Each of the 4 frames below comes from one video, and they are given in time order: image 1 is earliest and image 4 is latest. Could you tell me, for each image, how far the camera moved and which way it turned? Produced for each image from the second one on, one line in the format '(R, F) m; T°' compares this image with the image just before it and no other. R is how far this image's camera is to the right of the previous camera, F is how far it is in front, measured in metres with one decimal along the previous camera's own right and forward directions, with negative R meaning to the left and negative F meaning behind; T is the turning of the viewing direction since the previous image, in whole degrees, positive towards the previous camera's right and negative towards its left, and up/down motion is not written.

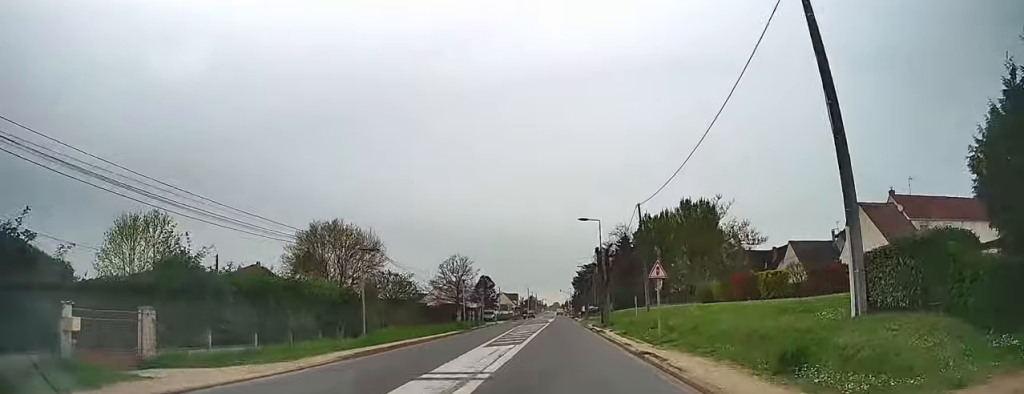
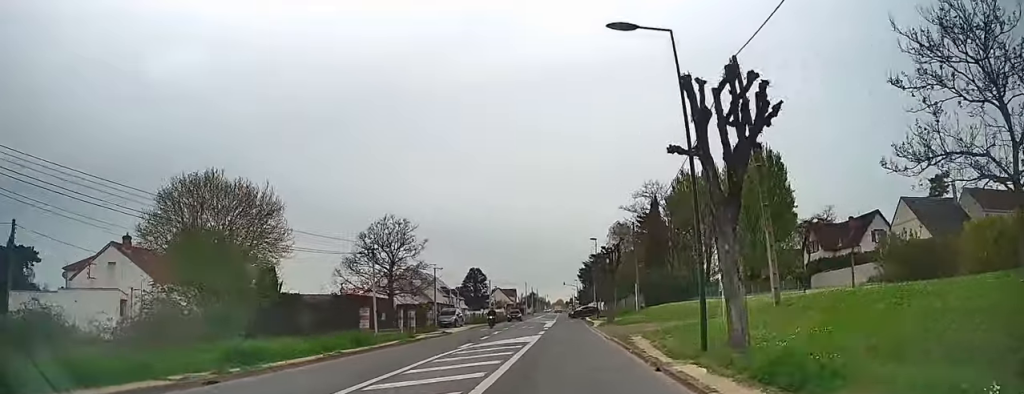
(0.0, +33.0) m; 0°
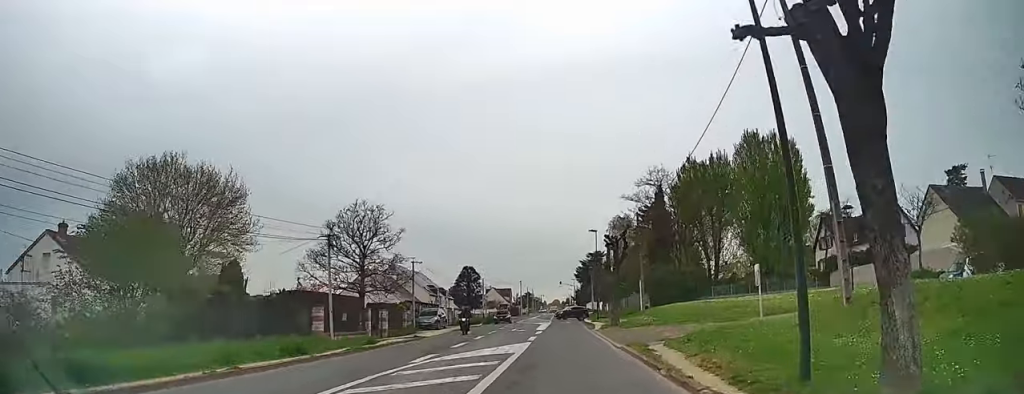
(0.0, +6.3) m; 0°
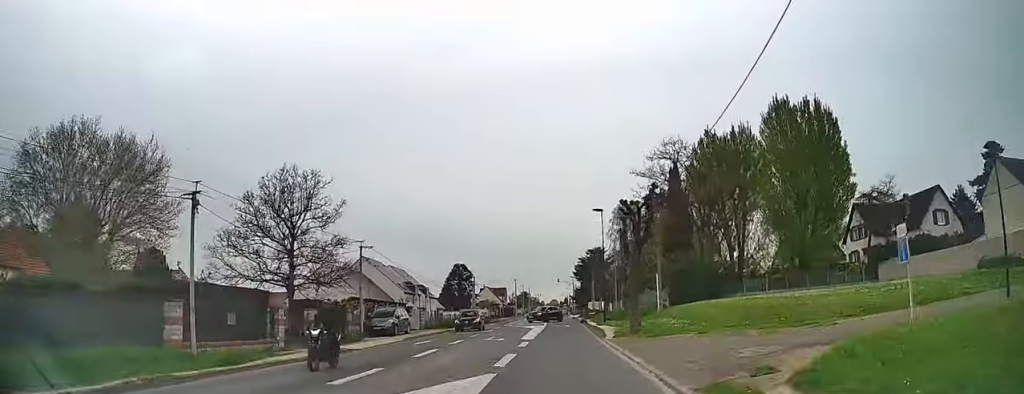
(0.0, +11.5) m; +1°
